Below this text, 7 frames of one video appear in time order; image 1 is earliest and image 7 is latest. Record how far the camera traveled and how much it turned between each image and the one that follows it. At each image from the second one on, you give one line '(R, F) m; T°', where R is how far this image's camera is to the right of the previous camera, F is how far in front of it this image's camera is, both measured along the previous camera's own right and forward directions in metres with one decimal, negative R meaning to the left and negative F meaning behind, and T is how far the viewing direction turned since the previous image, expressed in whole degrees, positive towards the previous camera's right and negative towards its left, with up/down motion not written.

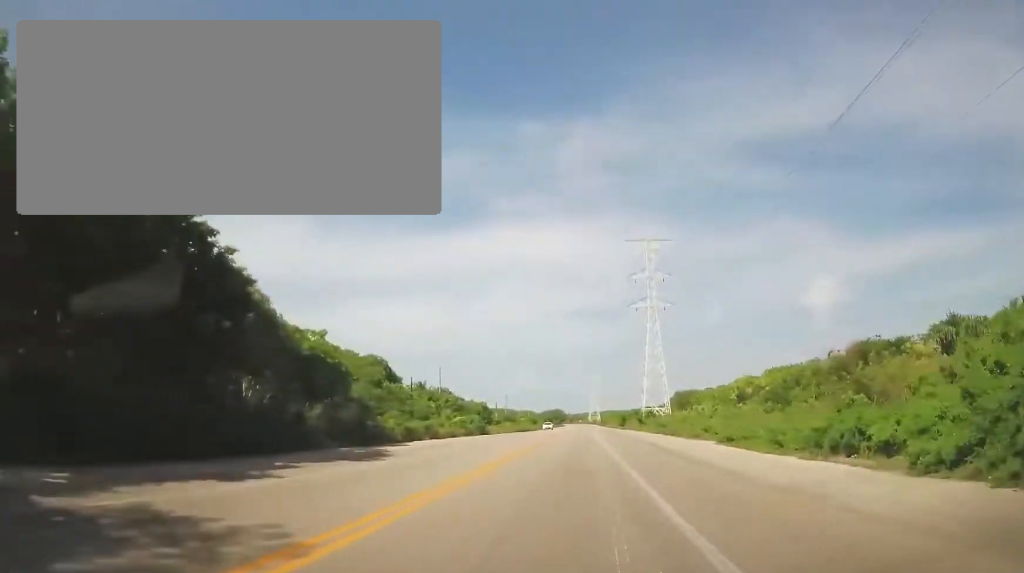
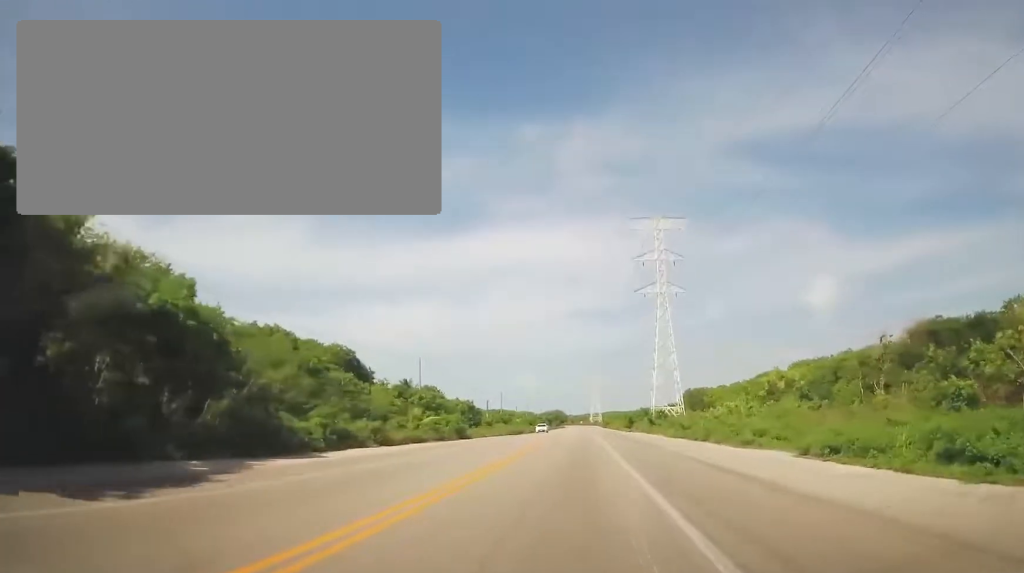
(-0.1, +12.5) m; 0°
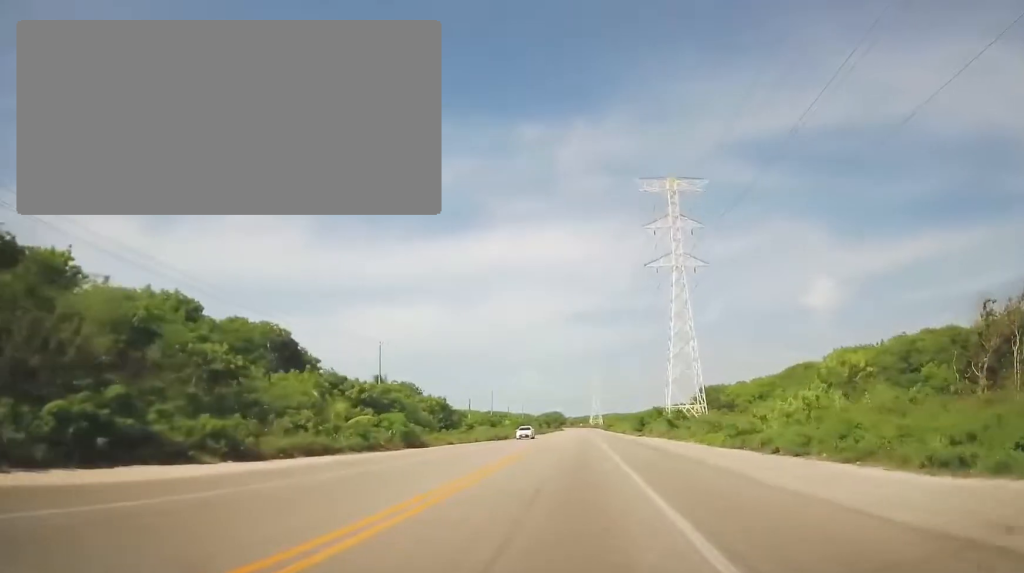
(-0.1, +16.5) m; +1°
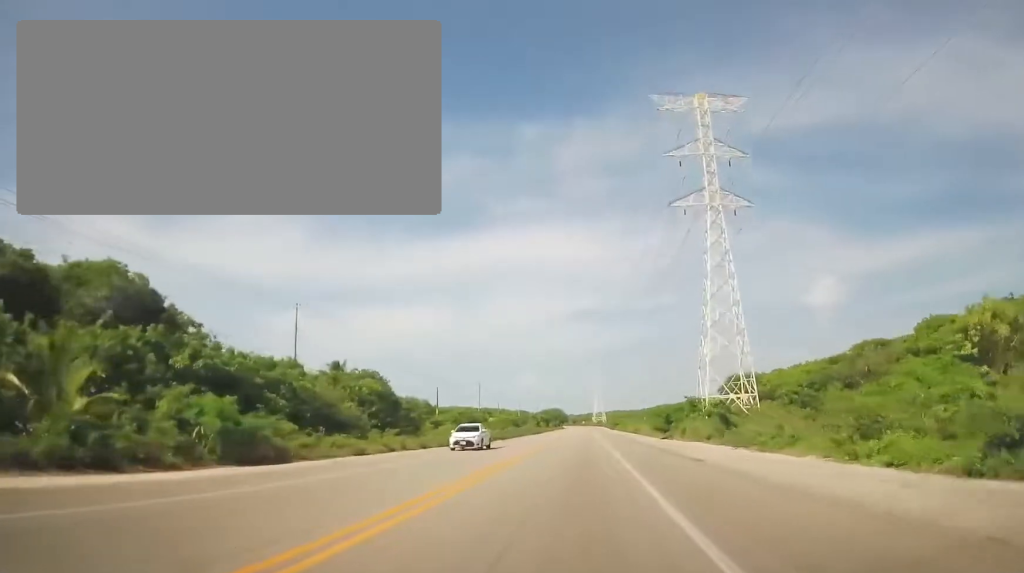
(+0.3, +21.1) m; +1°
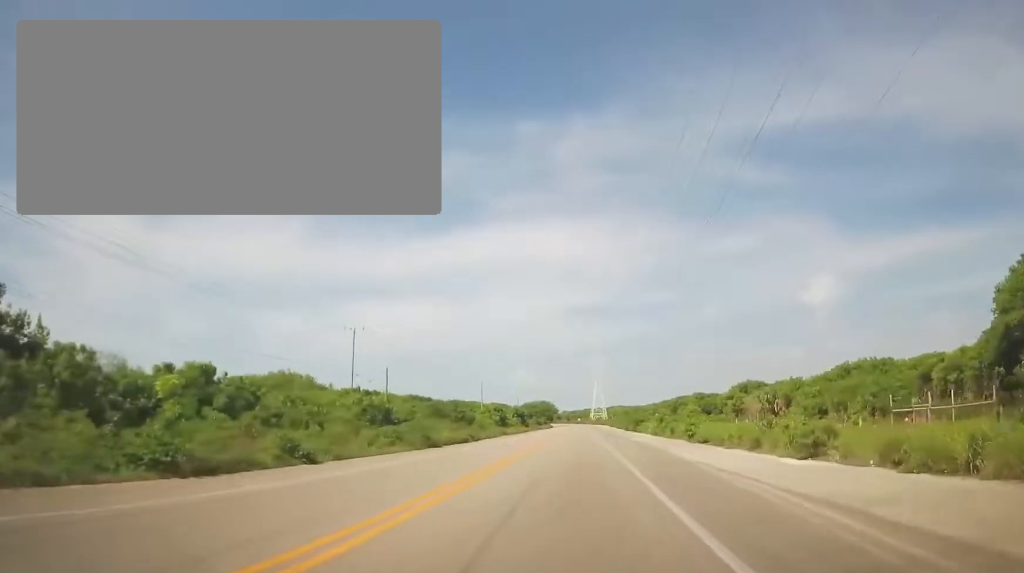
(-1.4, +69.2) m; -1°
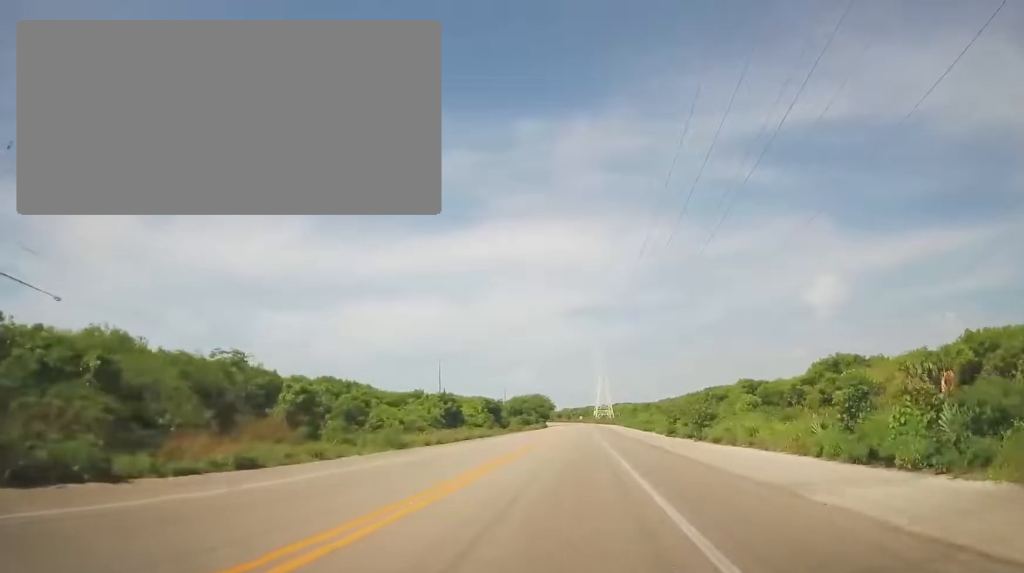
(+0.6, +42.4) m; 0°
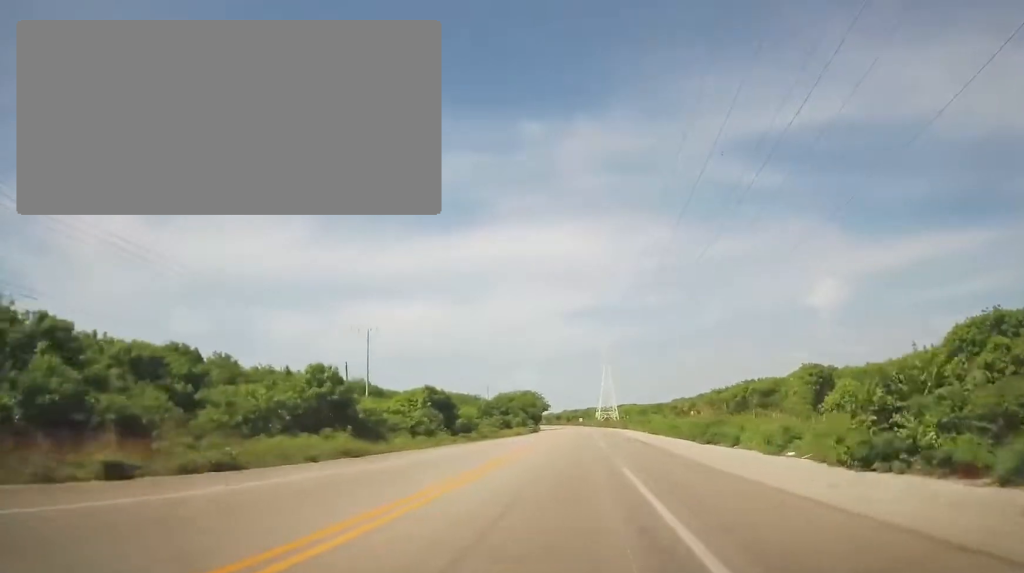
(+0.1, +32.6) m; 0°
